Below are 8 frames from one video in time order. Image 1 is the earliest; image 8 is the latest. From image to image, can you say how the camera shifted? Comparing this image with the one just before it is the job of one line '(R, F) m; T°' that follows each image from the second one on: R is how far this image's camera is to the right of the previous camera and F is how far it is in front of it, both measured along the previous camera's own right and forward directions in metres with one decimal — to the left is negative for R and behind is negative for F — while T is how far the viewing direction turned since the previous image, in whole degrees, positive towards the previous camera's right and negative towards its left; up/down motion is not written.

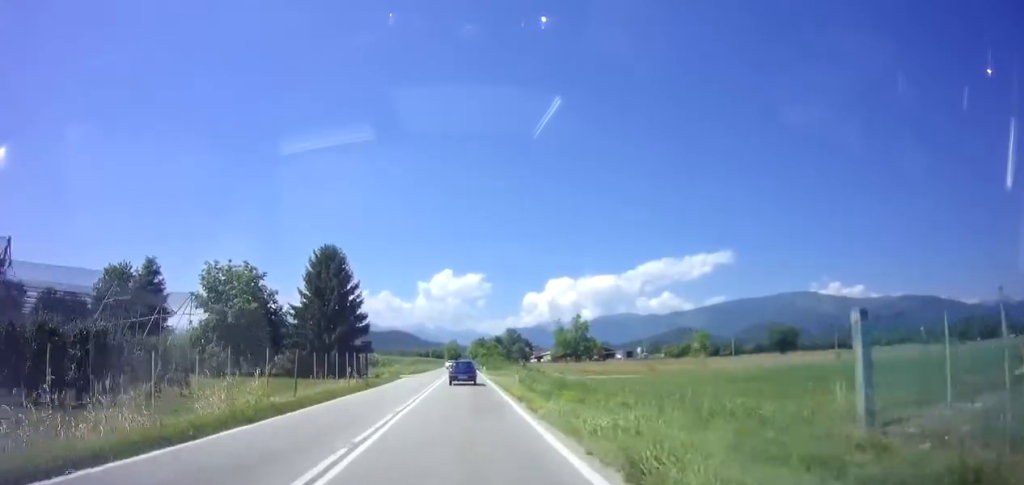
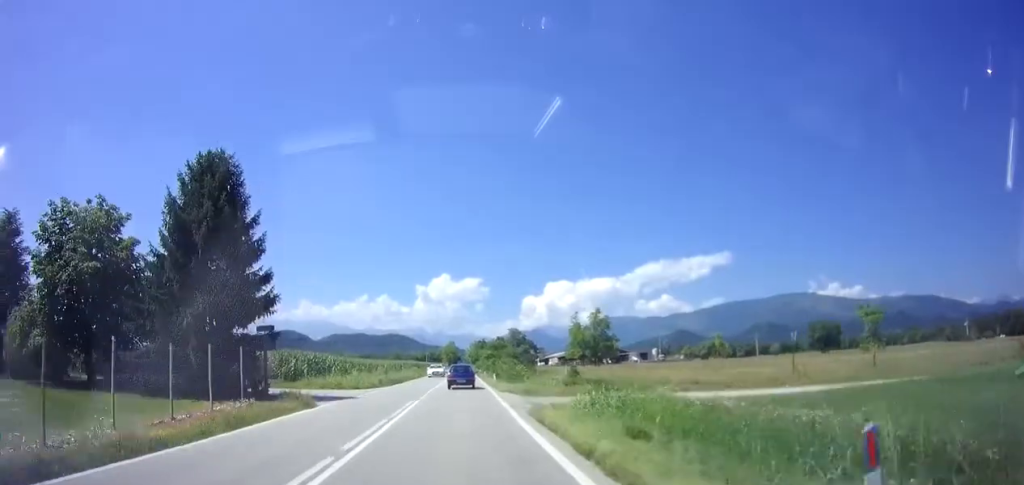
(-0.1, +23.8) m; 0°
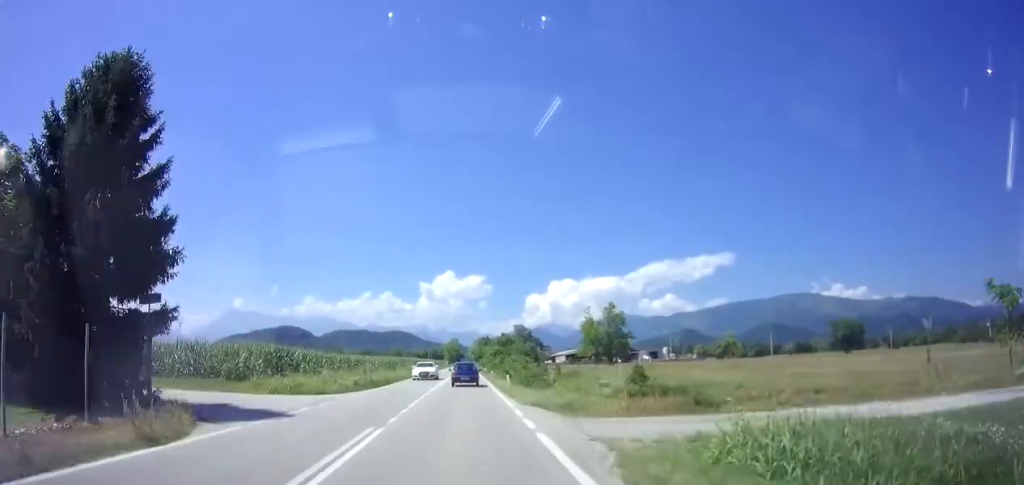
(0.0, +9.4) m; 0°
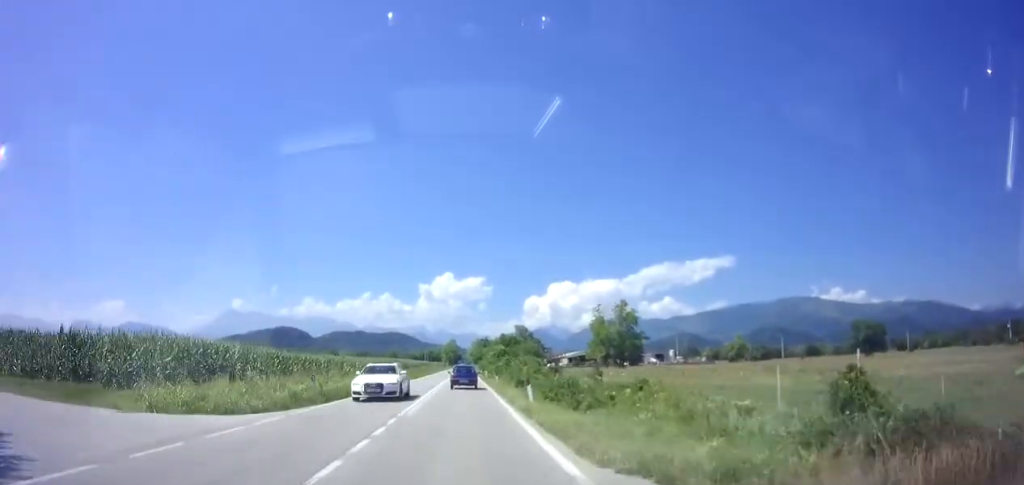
(+0.2, +9.9) m; 0°
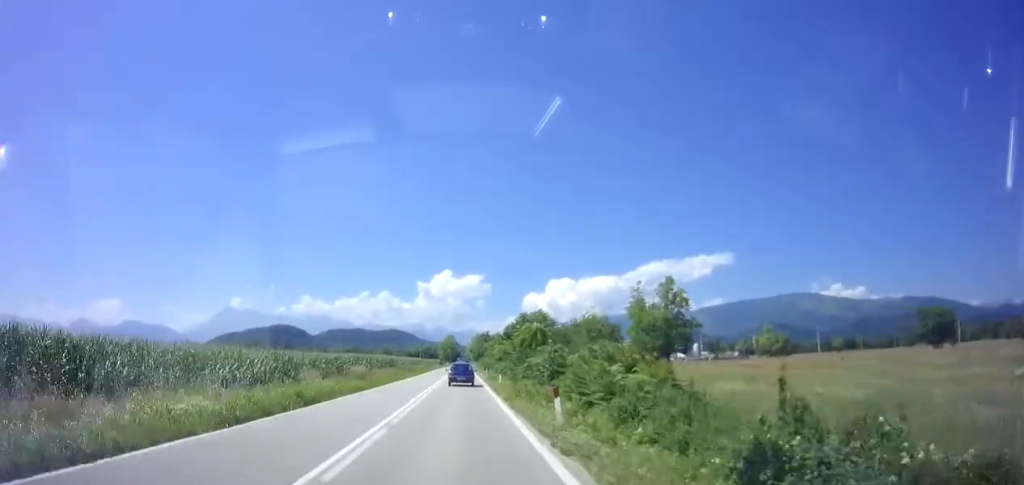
(-0.2, +25.7) m; 0°
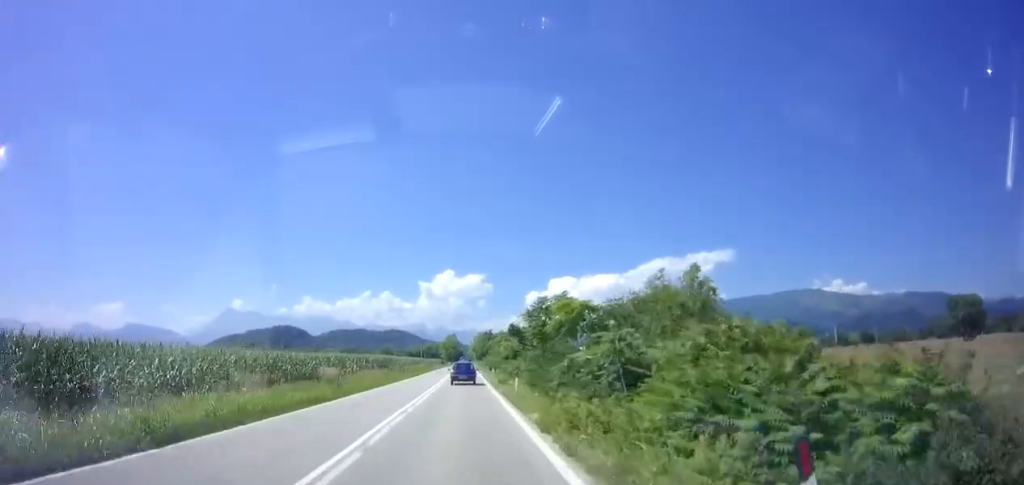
(0.0, +8.8) m; 0°
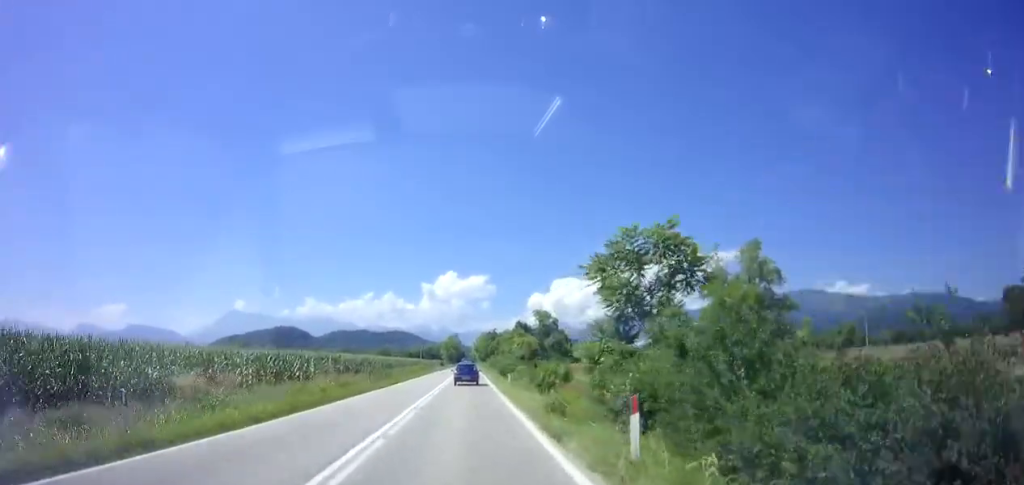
(+0.2, +15.8) m; 0°
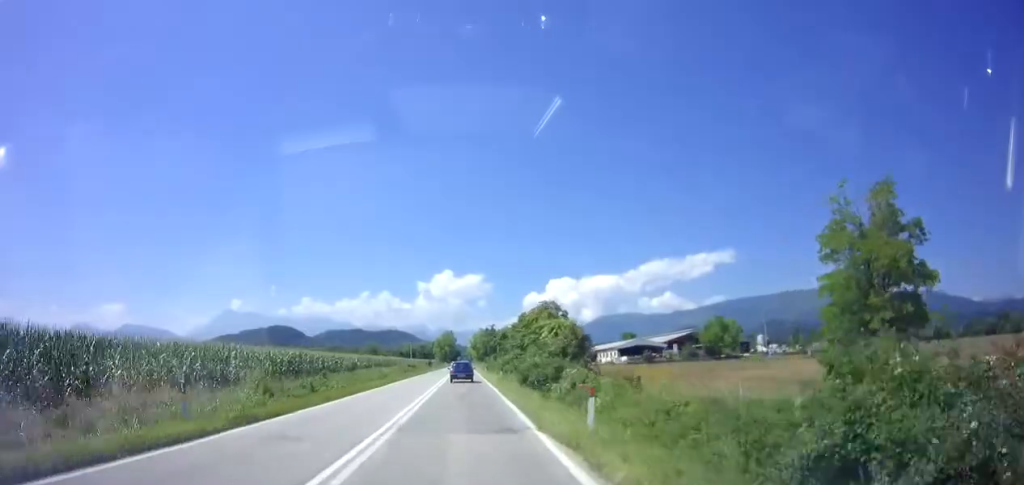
(-0.2, +22.0) m; -1°
